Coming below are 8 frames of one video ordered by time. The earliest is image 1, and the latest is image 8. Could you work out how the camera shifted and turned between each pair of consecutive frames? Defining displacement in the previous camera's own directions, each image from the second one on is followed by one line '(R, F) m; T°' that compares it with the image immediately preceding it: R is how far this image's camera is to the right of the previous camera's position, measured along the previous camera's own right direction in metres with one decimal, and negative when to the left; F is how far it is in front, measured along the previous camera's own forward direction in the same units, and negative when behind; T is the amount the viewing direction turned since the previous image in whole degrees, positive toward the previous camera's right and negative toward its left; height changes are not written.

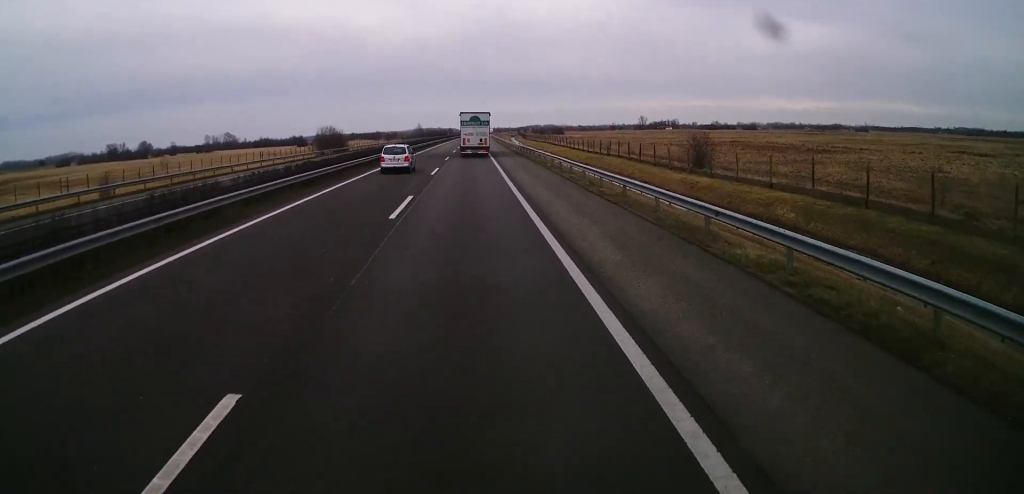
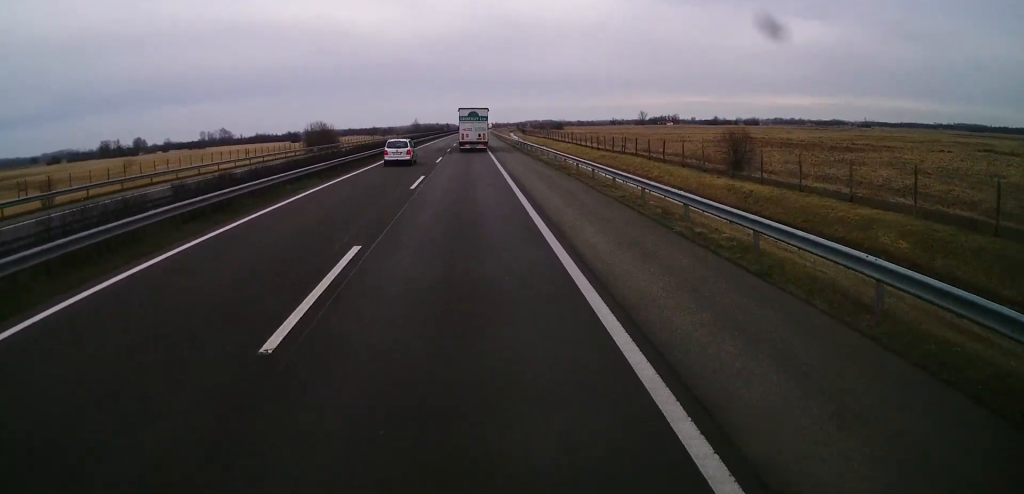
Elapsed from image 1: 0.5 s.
(0.0, +10.7) m; 0°
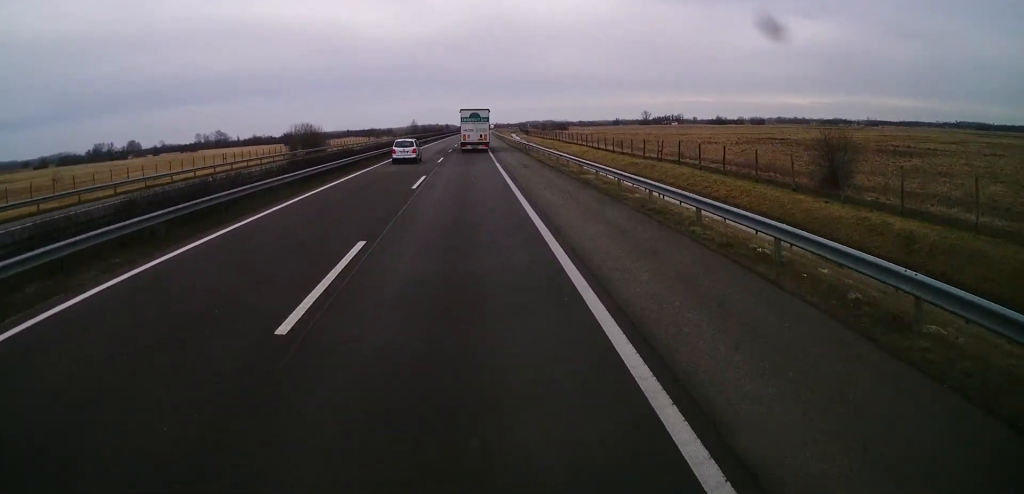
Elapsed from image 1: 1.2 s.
(0.0, +16.9) m; 0°
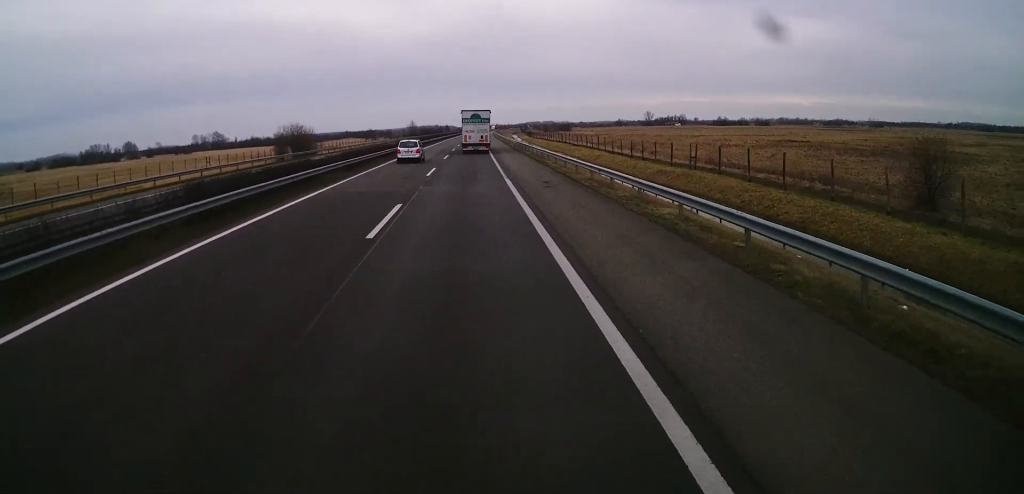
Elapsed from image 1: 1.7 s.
(0.0, +10.8) m; 0°
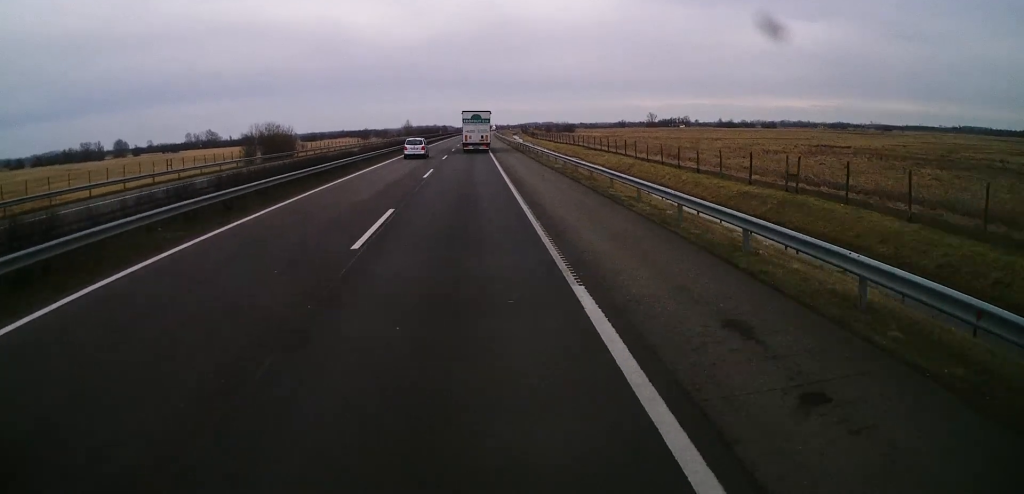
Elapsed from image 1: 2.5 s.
(+0.3, +20.1) m; 0°
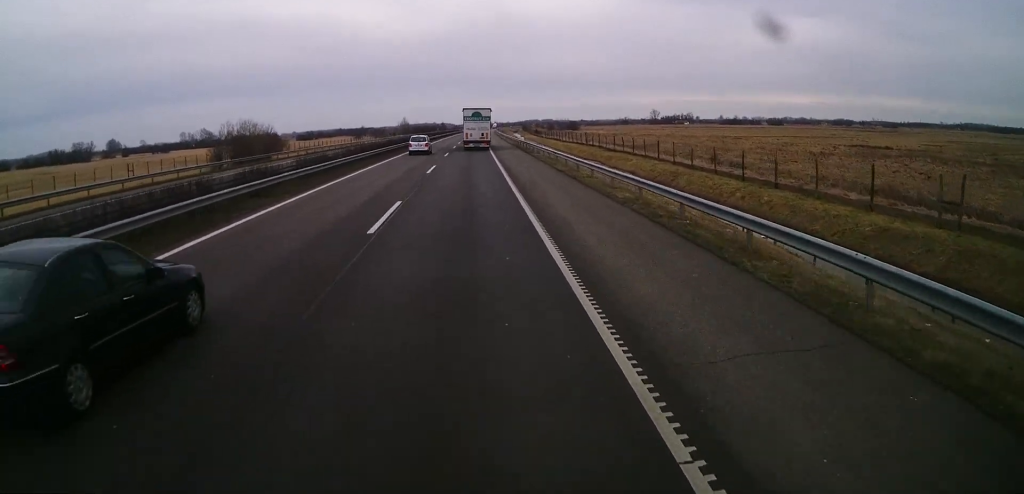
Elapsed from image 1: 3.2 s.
(-0.2, +16.2) m; 0°
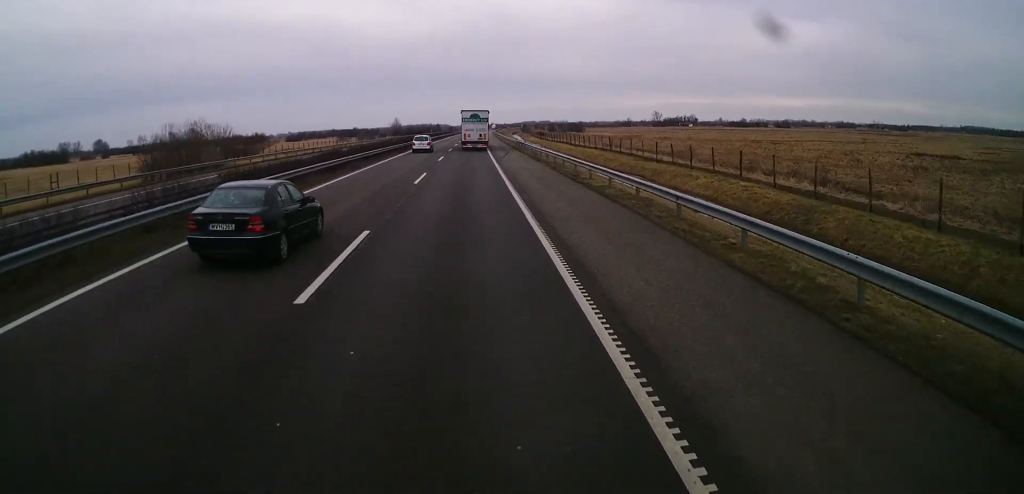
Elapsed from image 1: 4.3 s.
(-0.1, +23.8) m; +1°
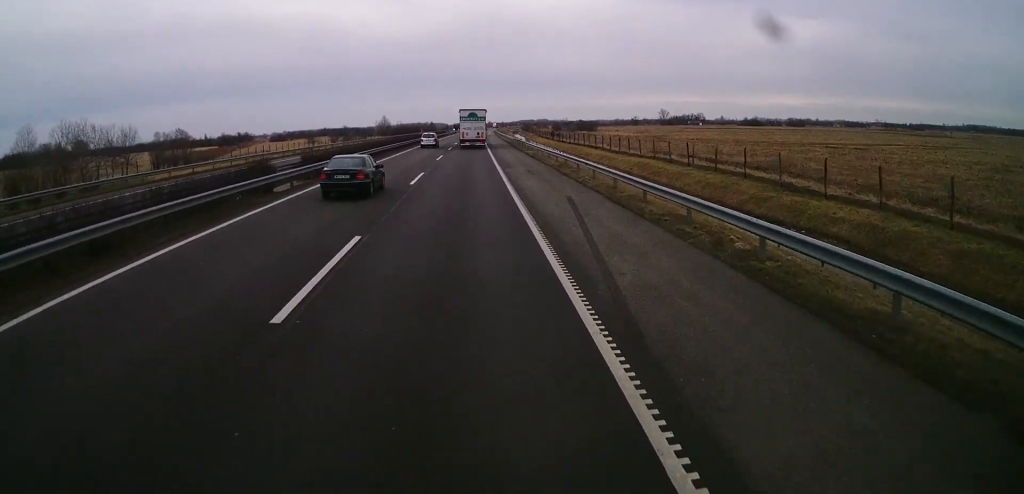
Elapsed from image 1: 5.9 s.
(+0.5, +36.8) m; 0°
